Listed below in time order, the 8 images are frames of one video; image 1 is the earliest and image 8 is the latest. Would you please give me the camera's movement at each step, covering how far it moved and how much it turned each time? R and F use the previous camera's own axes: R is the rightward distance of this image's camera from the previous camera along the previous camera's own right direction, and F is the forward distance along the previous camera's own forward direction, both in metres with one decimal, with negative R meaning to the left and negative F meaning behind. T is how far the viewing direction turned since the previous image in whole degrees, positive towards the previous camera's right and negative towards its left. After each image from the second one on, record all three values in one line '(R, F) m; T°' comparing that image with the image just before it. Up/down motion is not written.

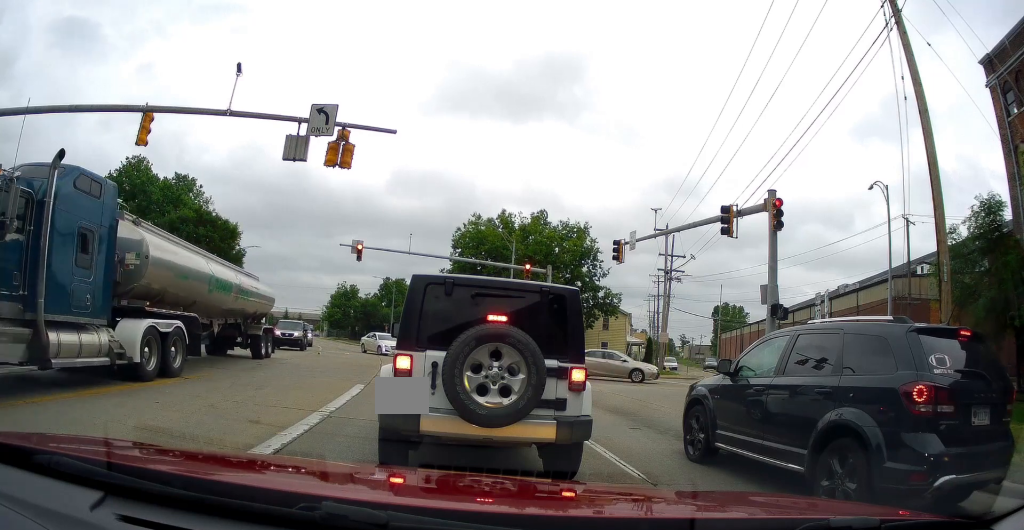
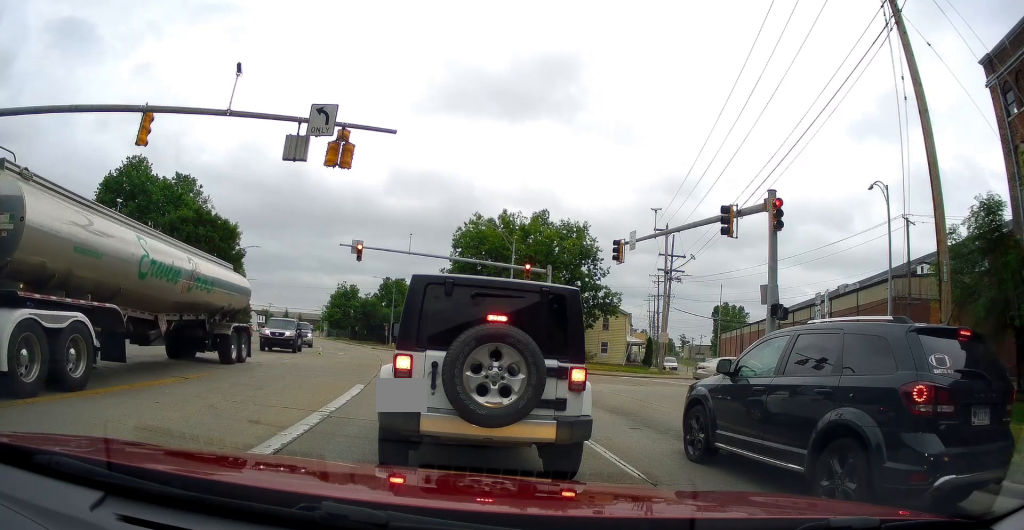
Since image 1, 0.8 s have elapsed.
(0.0, 0.0) m; 0°
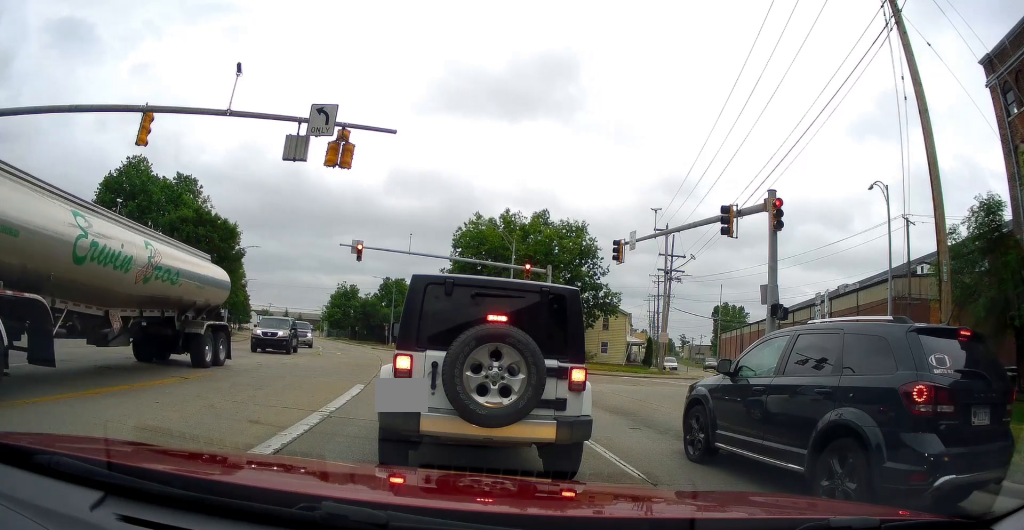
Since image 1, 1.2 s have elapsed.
(0.0, 0.0) m; 0°
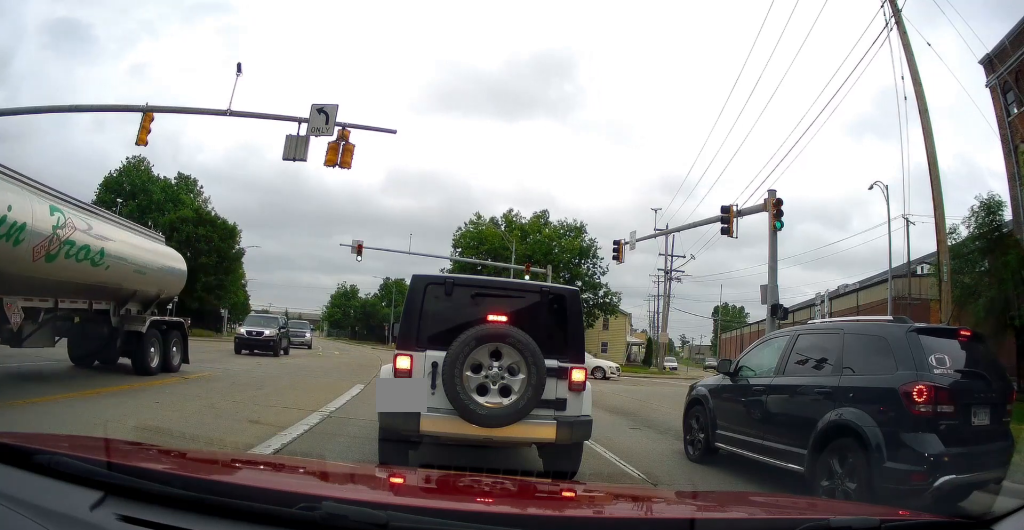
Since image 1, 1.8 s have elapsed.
(0.0, 0.0) m; 0°
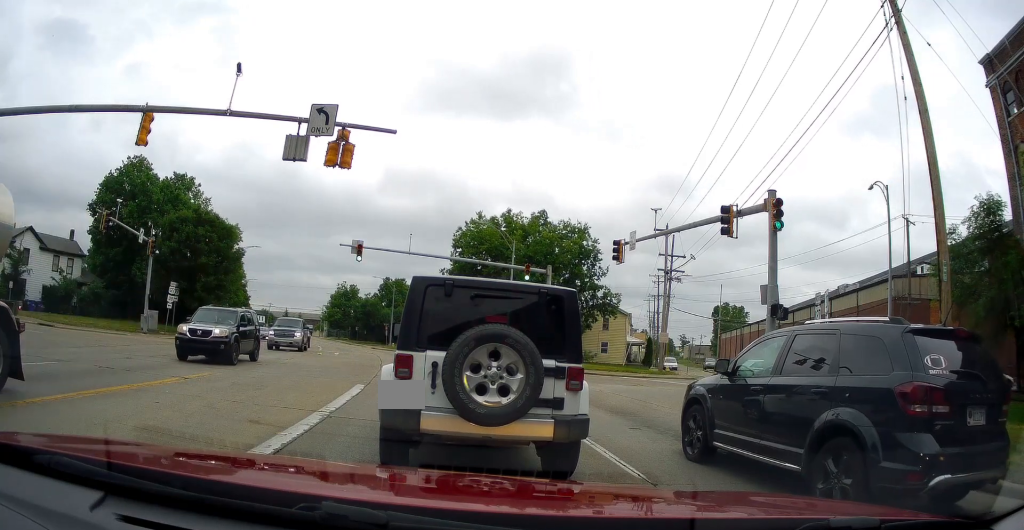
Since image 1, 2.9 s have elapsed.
(0.0, 0.0) m; 0°
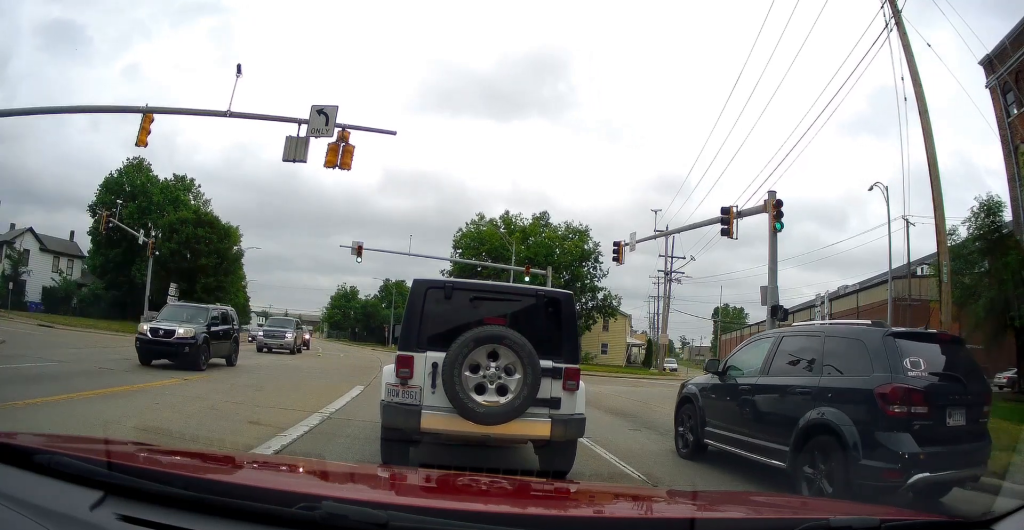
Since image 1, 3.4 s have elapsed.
(0.0, 0.0) m; 0°
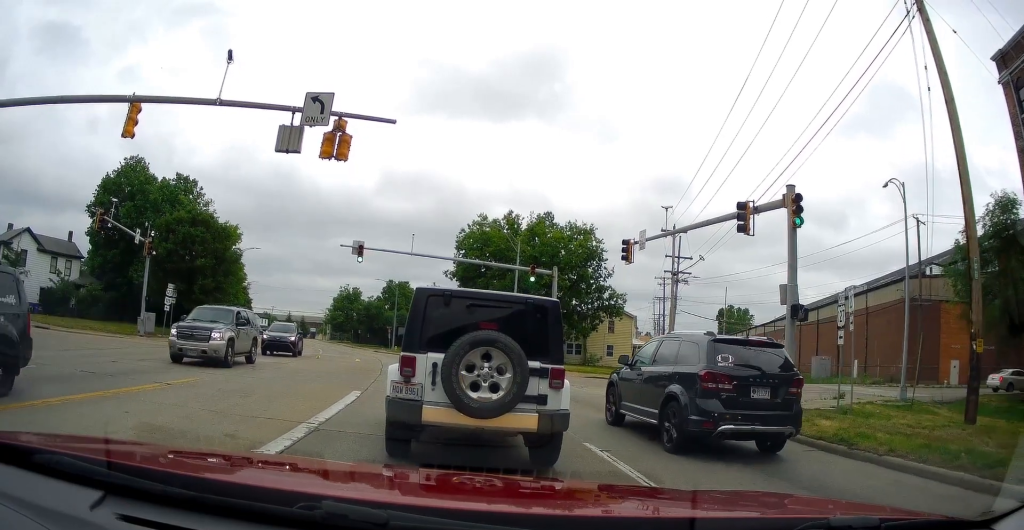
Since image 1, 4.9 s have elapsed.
(0.0, +0.2) m; 0°
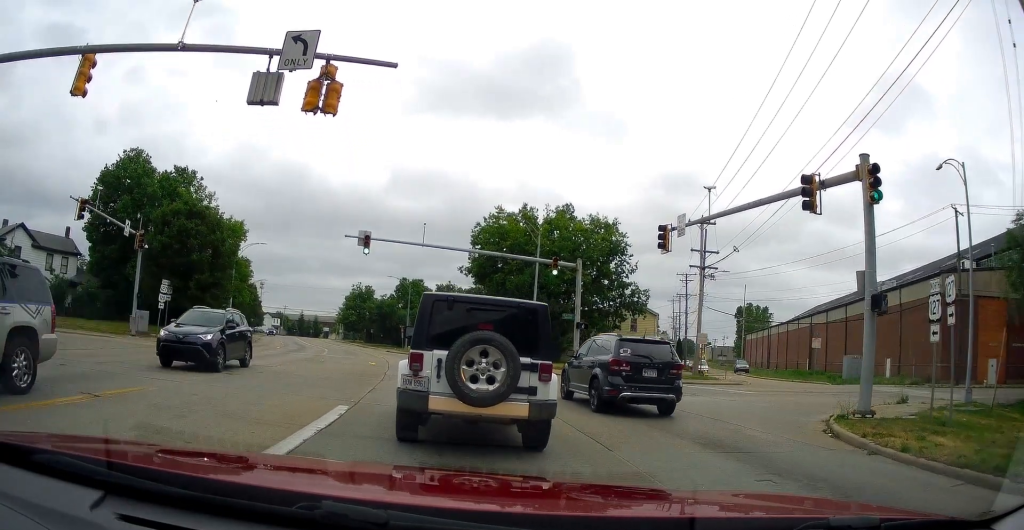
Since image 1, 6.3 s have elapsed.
(0.0, +0.7) m; 0°
